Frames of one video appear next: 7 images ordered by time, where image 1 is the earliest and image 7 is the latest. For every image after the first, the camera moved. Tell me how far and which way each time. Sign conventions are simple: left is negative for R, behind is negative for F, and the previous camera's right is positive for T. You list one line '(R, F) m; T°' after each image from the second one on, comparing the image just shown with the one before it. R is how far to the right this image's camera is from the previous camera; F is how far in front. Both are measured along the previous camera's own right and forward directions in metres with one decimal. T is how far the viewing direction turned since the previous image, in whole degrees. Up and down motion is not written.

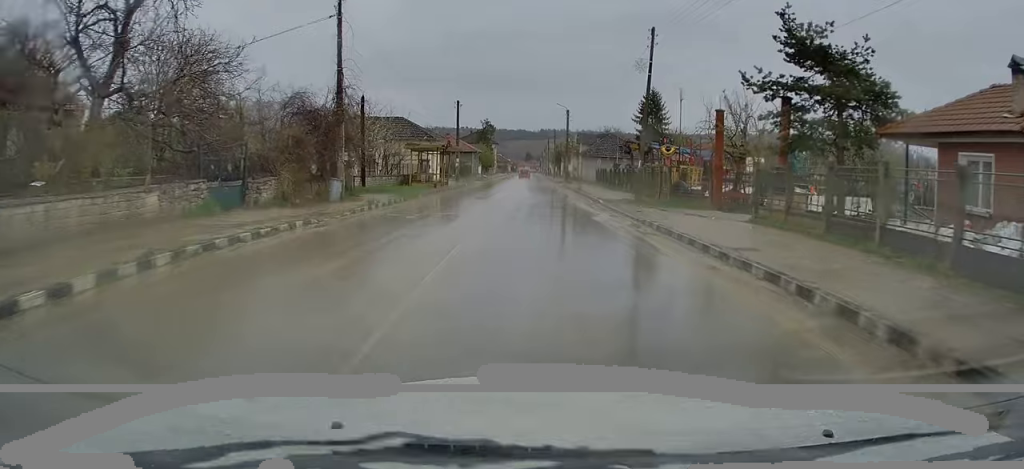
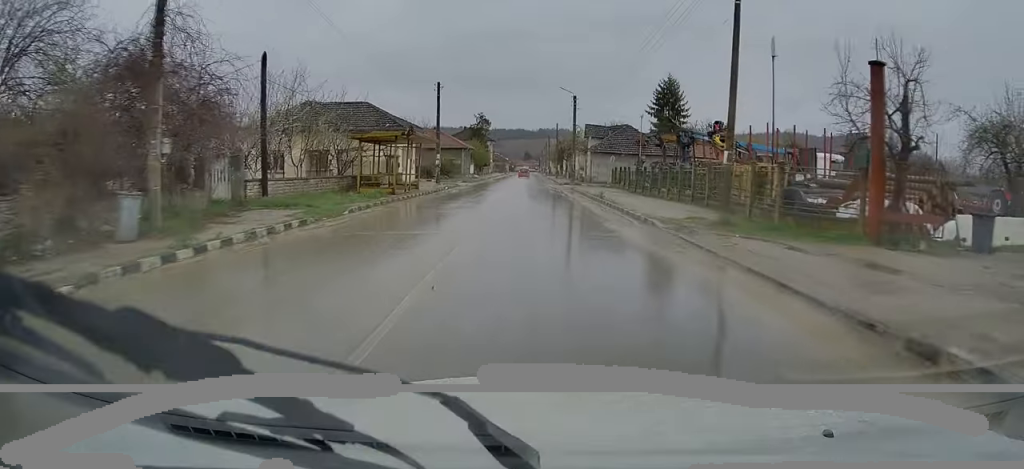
(0.0, +12.5) m; +2°
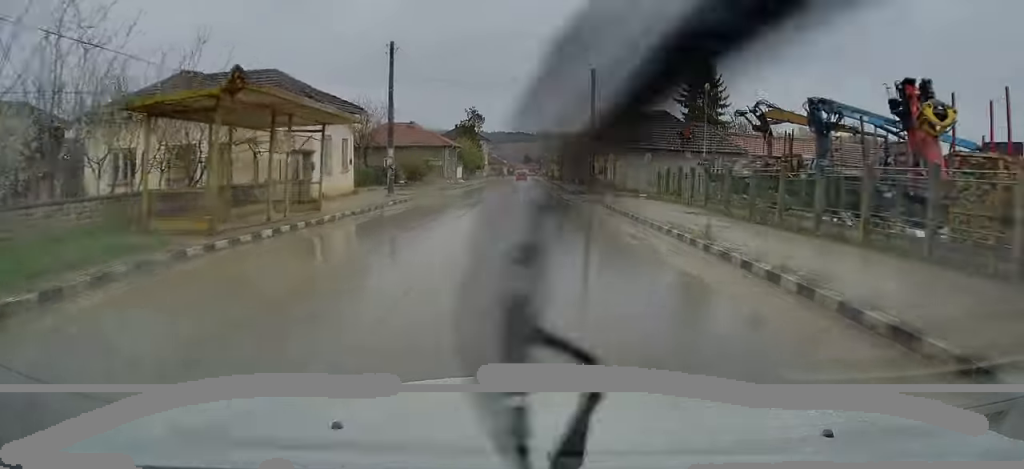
(+0.5, +17.0) m; +1°
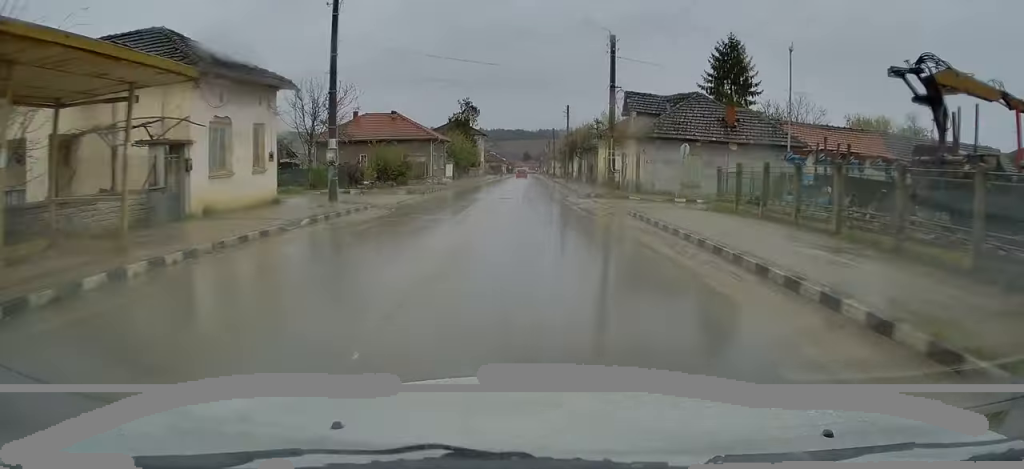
(-0.3, +9.6) m; -1°
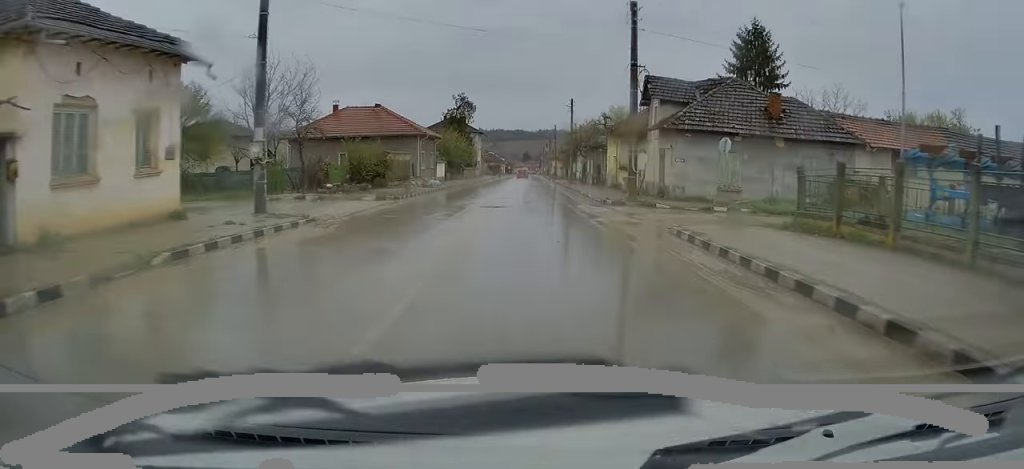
(-0.1, +6.4) m; -1°
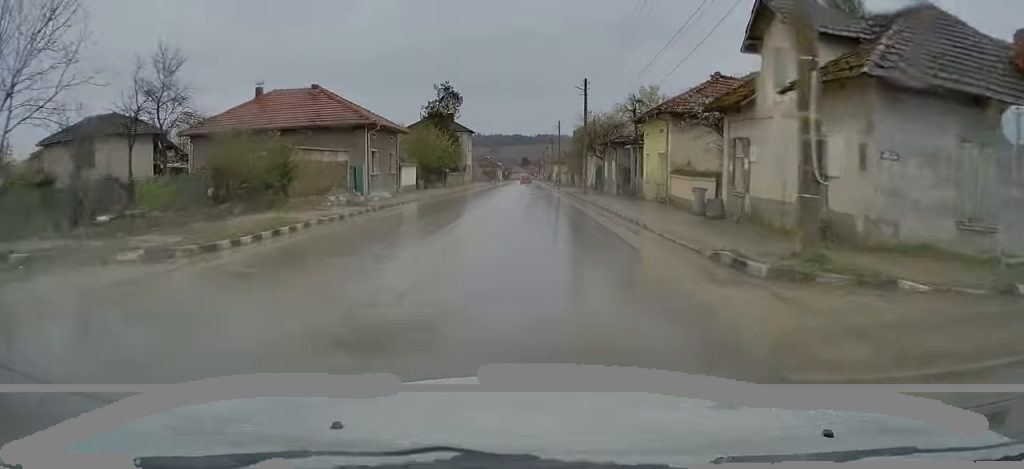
(0.0, +15.9) m; 0°
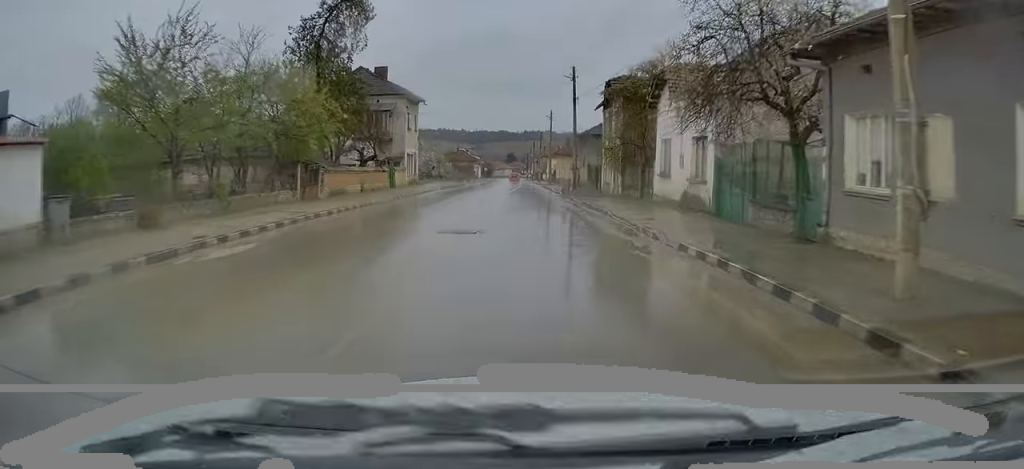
(+1.0, +38.9) m; +2°
